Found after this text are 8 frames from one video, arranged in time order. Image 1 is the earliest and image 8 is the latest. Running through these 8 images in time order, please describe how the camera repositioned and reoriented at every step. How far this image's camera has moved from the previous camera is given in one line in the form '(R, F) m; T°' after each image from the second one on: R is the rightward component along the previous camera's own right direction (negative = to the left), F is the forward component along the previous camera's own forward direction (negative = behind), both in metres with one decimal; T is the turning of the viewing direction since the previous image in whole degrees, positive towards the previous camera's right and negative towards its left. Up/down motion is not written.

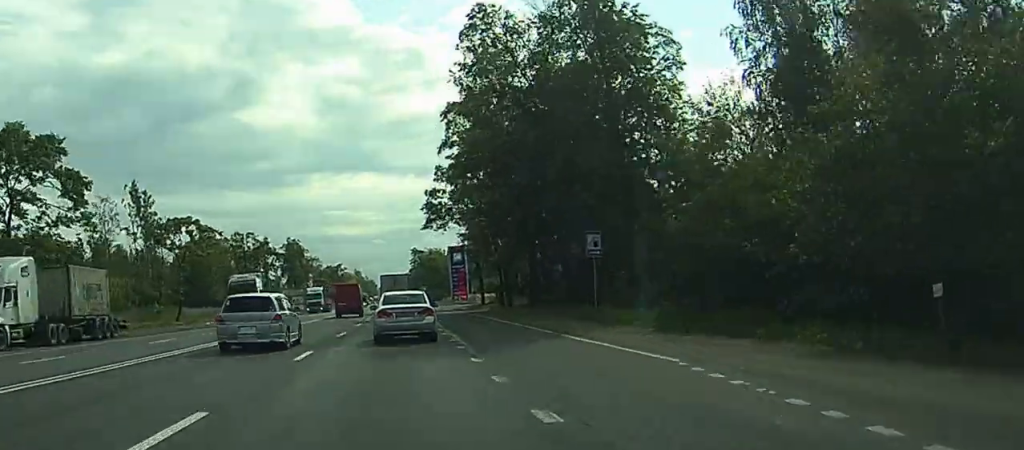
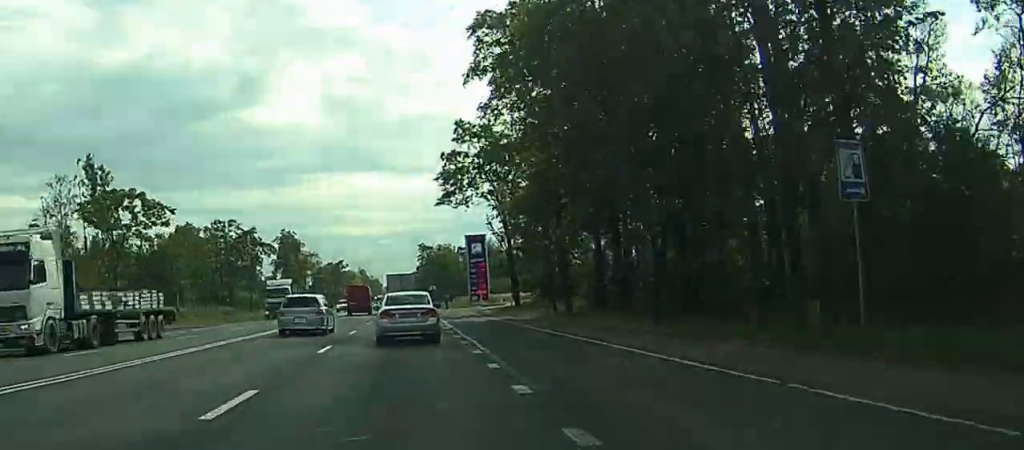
(0.0, +21.9) m; 0°
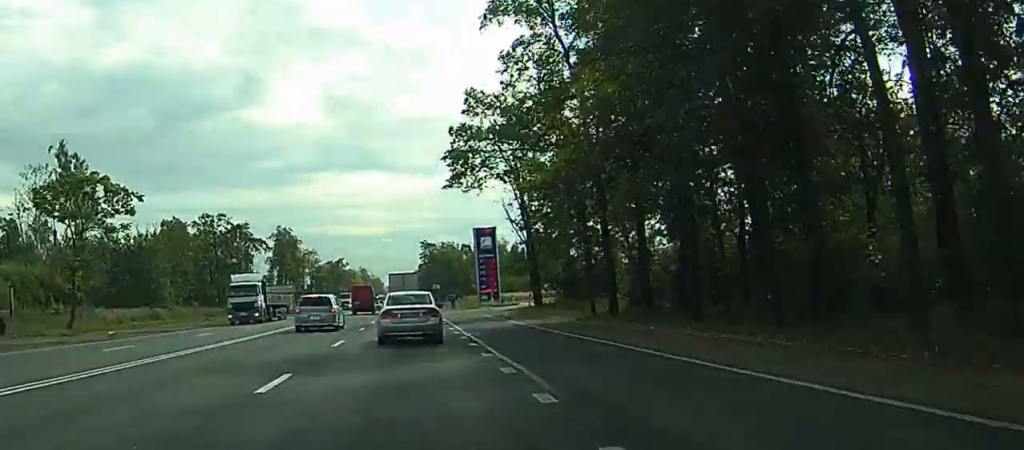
(0.0, +9.3) m; 0°
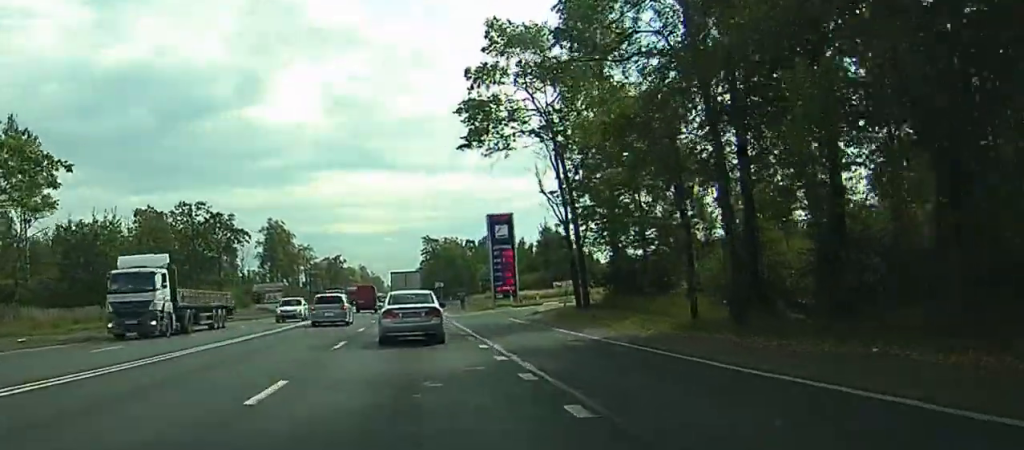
(0.0, +13.5) m; 0°
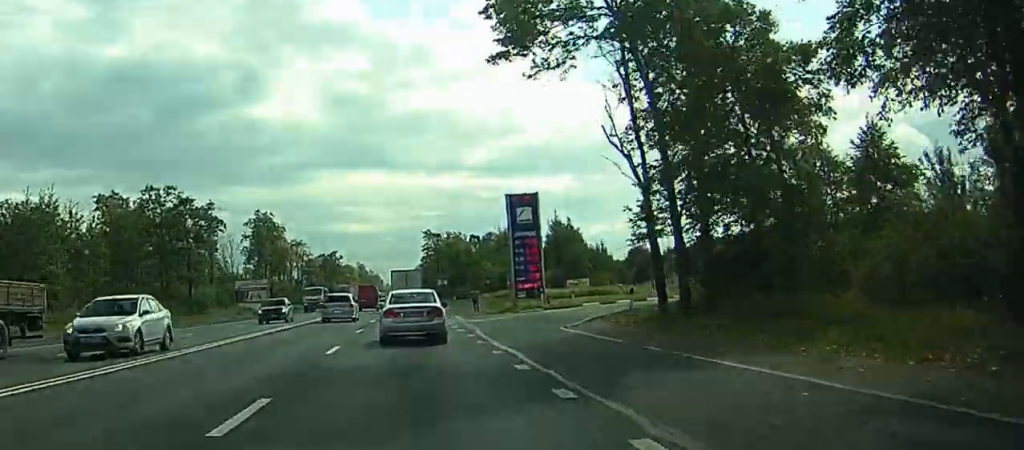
(+0.1, +14.5) m; 0°
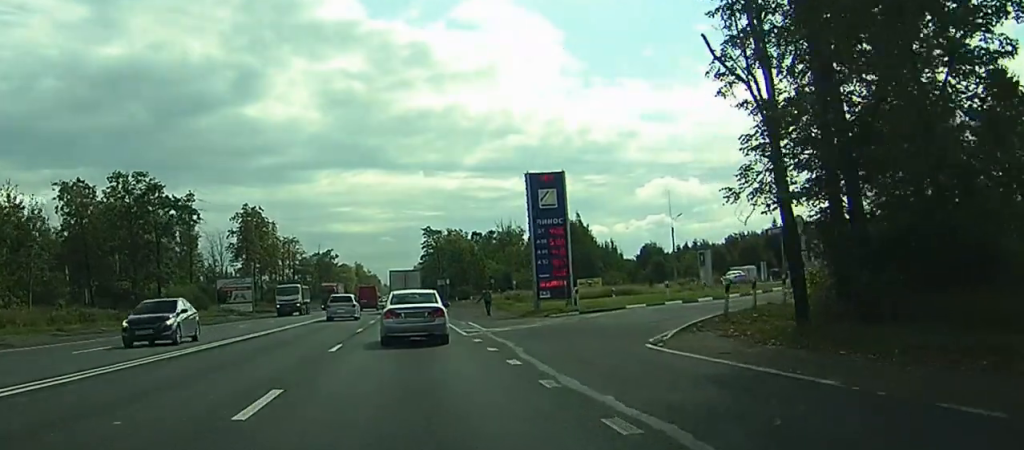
(-0.1, +10.7) m; 0°
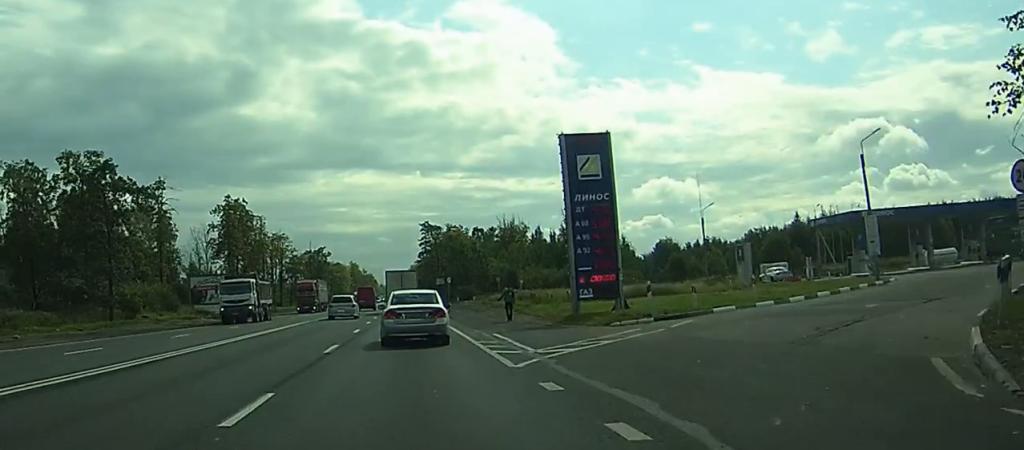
(0.0, +12.3) m; 0°
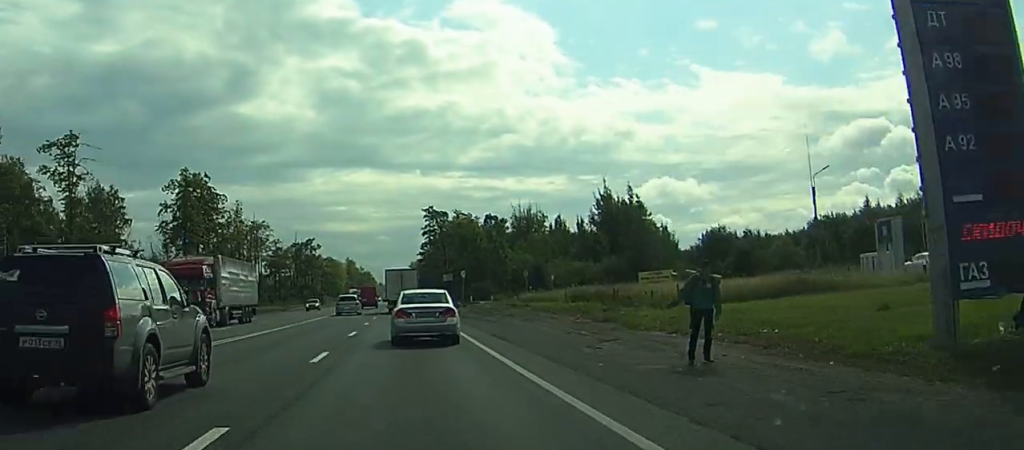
(-0.1, +27.0) m; 0°
